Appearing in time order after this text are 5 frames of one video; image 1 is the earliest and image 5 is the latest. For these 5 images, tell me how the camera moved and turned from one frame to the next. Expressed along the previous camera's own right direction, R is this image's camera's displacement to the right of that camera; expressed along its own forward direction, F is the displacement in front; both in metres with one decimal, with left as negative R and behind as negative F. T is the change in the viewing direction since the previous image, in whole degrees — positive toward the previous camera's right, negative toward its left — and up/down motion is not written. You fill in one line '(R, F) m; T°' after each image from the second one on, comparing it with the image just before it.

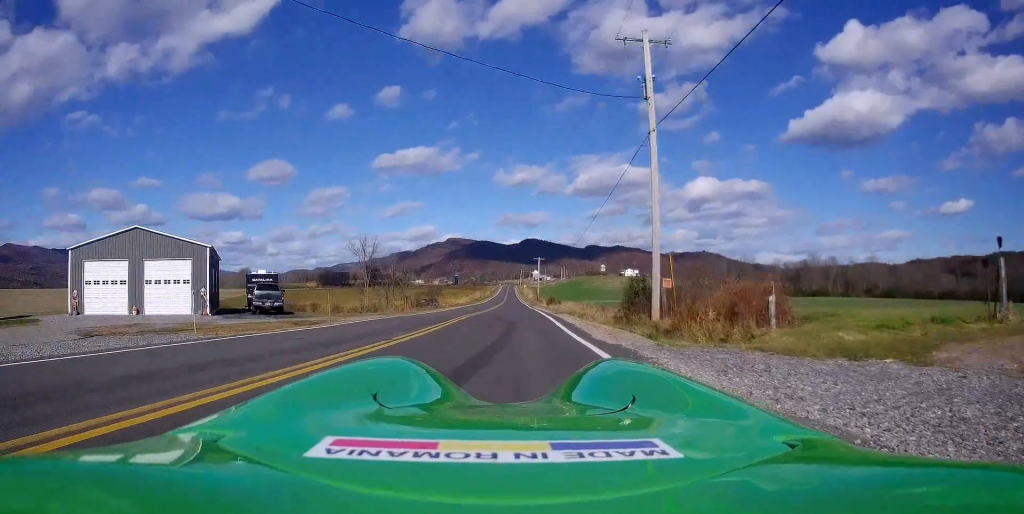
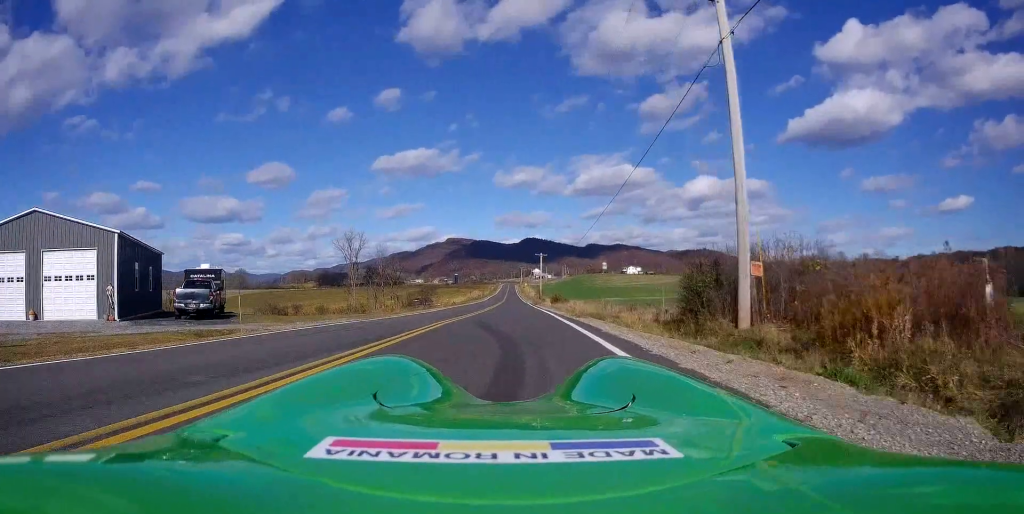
(-0.1, +8.9) m; +1°
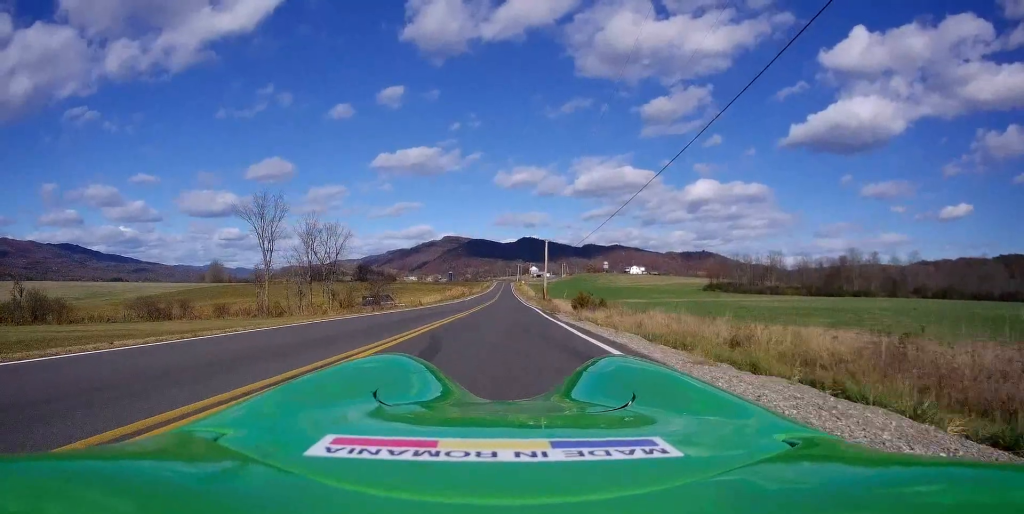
(+2.0, +33.1) m; +2°
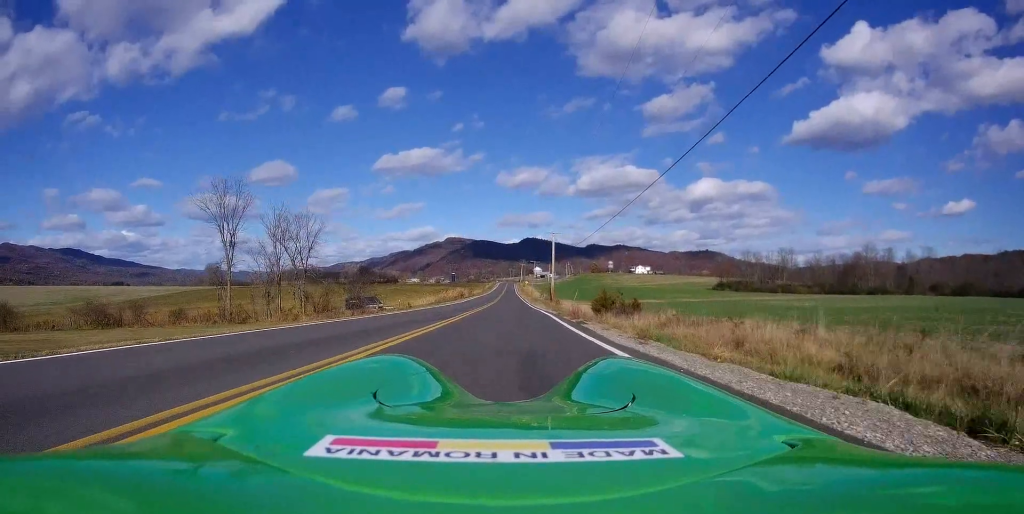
(-0.2, +9.7) m; -1°
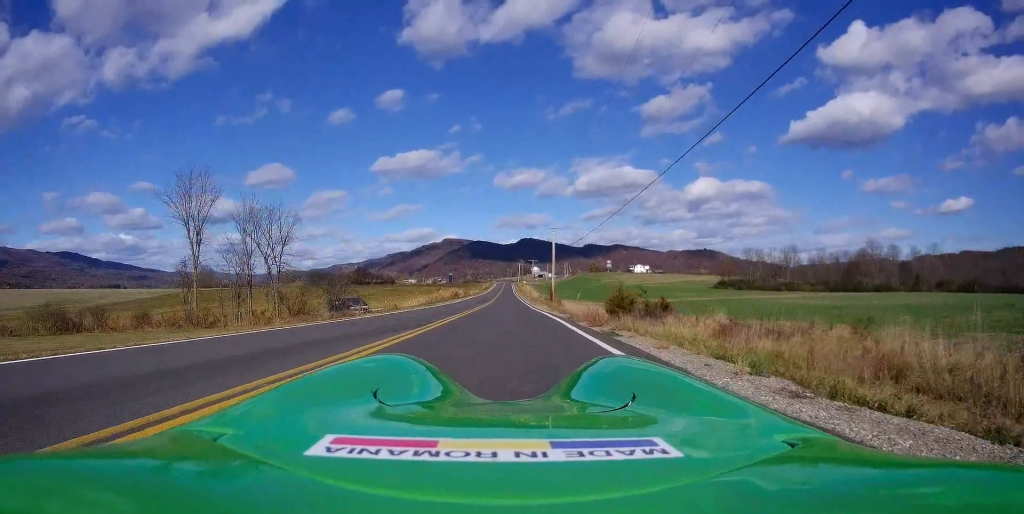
(-0.2, +5.6) m; +1°
